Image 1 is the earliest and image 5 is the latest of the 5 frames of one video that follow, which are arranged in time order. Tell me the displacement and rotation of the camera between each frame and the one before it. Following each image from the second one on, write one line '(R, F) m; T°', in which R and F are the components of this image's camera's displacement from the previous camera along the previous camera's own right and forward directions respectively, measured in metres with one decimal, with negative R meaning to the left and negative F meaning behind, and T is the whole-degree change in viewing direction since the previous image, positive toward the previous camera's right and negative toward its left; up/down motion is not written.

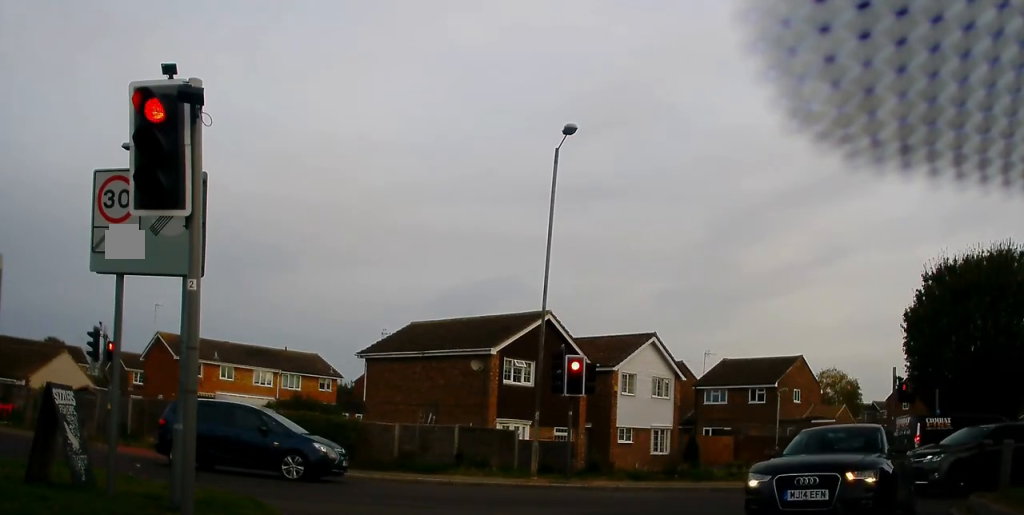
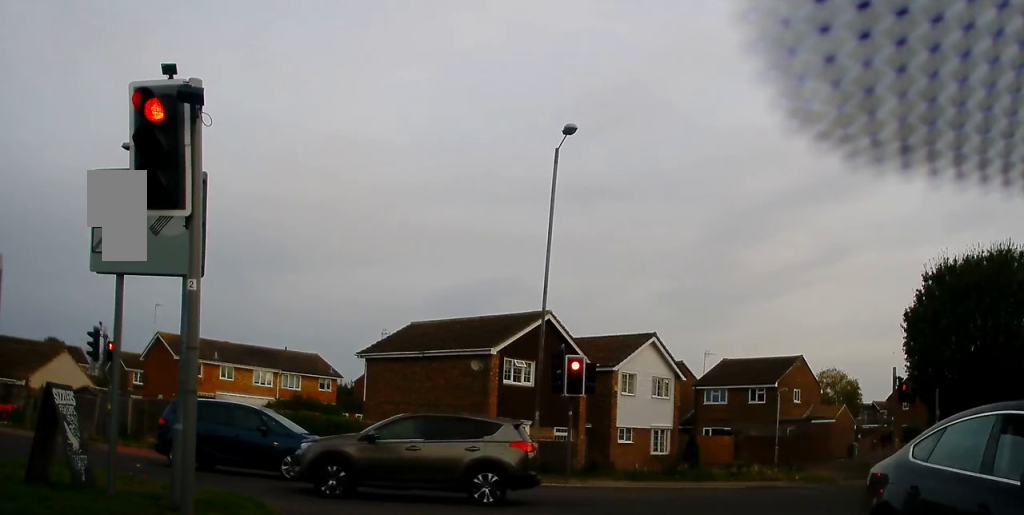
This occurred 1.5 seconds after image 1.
(0.0, 0.0) m; 0°
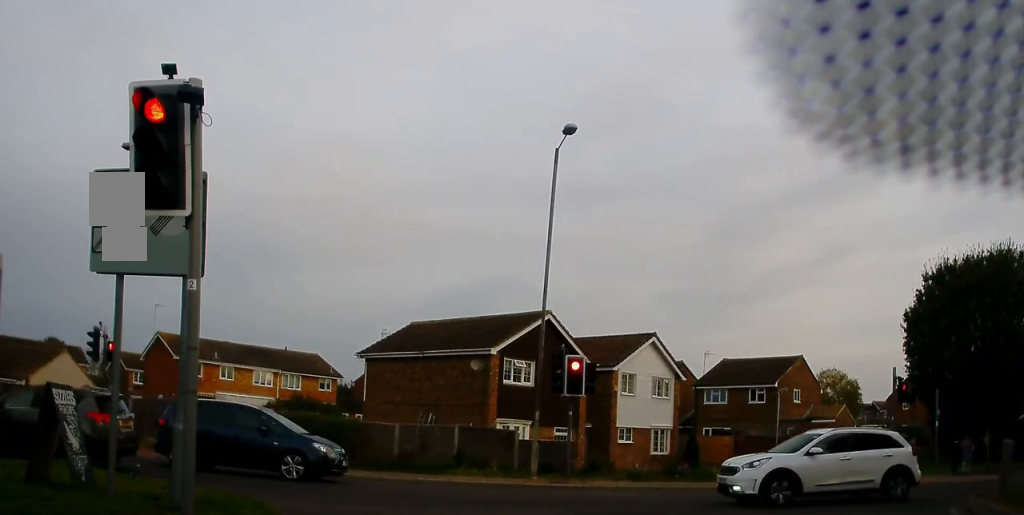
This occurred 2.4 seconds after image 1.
(0.0, 0.0) m; 0°
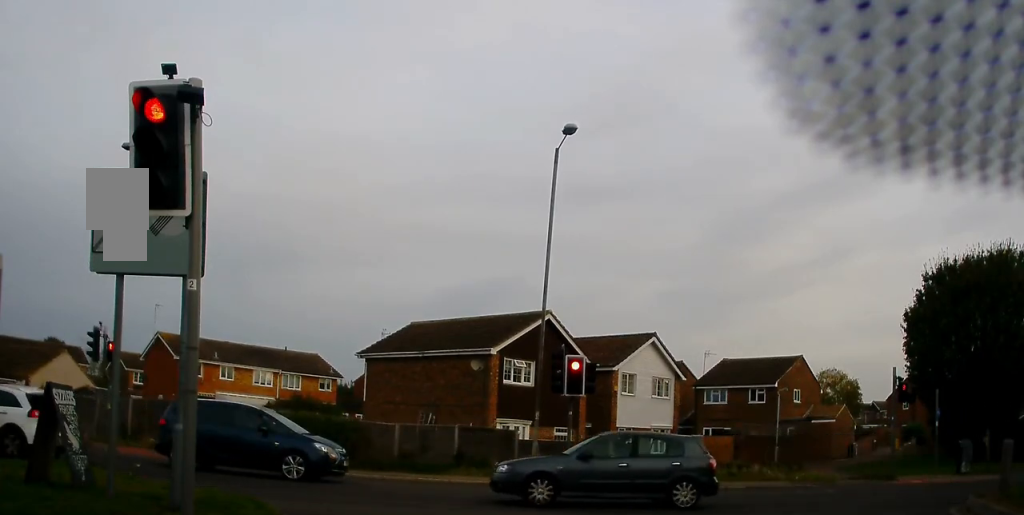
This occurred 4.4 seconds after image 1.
(0.0, 0.0) m; 0°
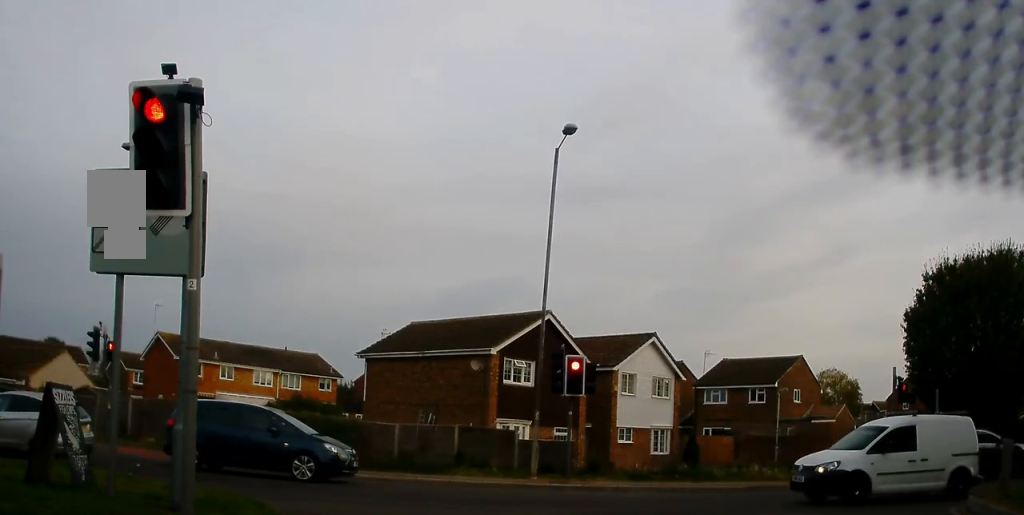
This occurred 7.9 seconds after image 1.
(0.0, 0.0) m; 0°
